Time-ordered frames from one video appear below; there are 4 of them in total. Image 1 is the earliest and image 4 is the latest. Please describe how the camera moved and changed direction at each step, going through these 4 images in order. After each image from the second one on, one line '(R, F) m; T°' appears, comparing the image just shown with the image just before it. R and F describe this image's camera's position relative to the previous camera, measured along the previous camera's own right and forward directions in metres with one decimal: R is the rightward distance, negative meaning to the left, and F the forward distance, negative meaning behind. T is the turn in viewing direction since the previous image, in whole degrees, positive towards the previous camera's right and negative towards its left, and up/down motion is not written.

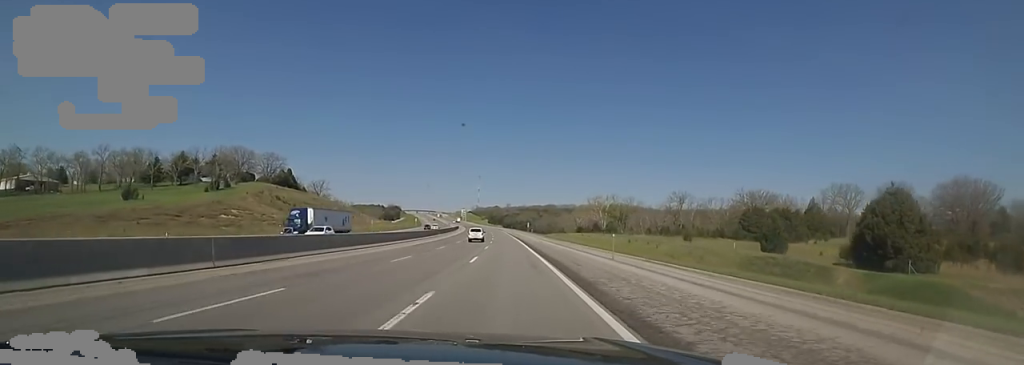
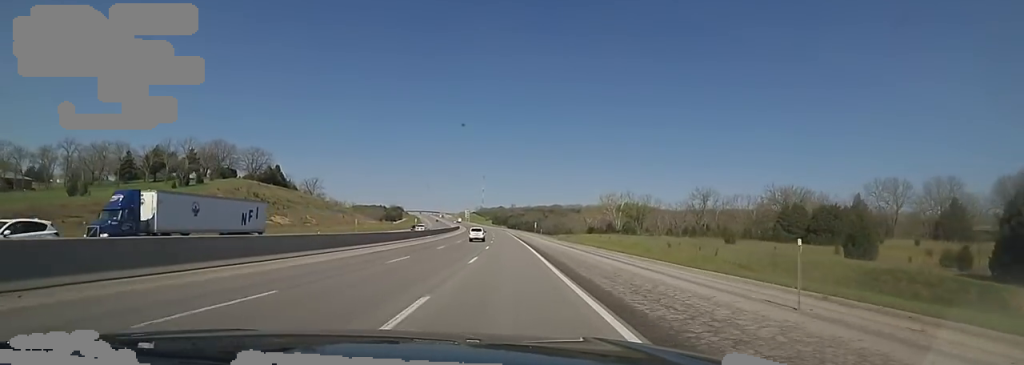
(0.0, +15.8) m; 0°
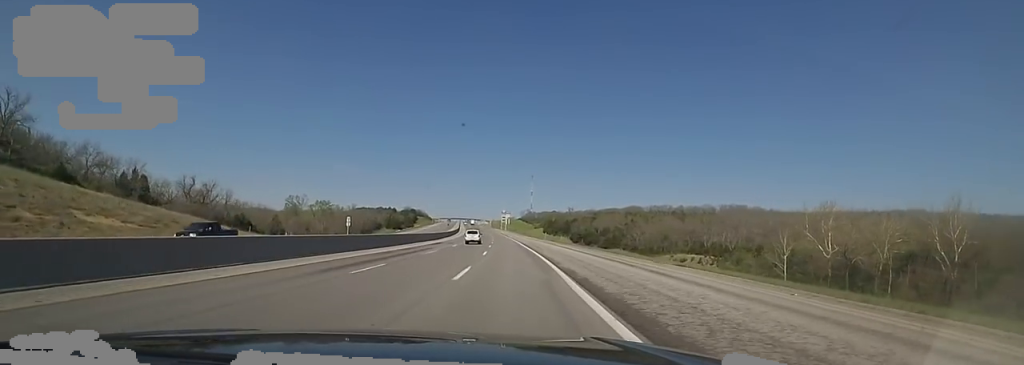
(-10.8, +188.9) m; -8°
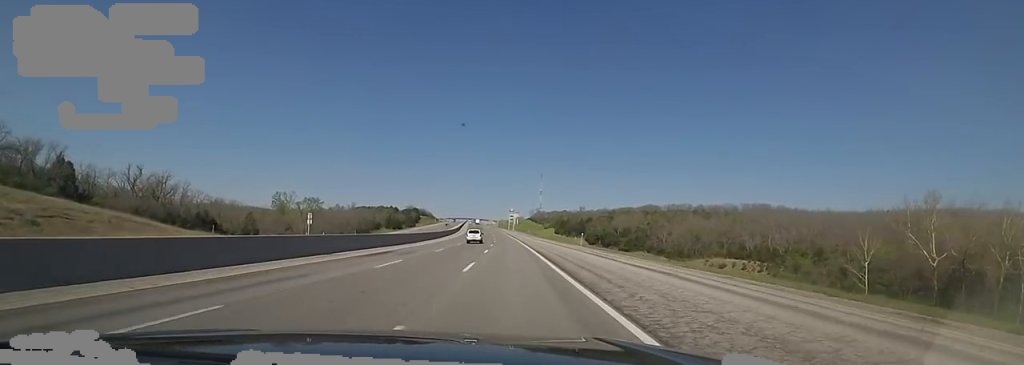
(-0.7, +28.0) m; -1°
